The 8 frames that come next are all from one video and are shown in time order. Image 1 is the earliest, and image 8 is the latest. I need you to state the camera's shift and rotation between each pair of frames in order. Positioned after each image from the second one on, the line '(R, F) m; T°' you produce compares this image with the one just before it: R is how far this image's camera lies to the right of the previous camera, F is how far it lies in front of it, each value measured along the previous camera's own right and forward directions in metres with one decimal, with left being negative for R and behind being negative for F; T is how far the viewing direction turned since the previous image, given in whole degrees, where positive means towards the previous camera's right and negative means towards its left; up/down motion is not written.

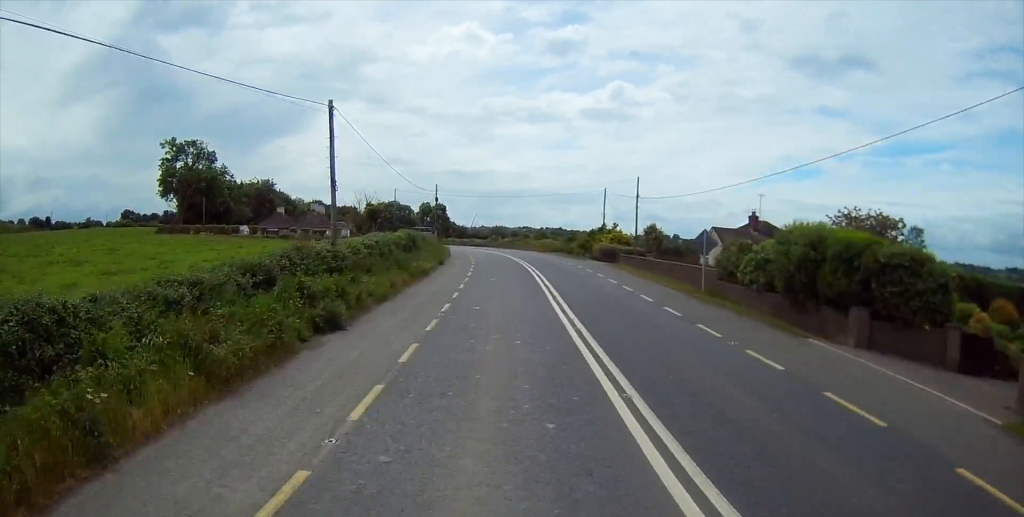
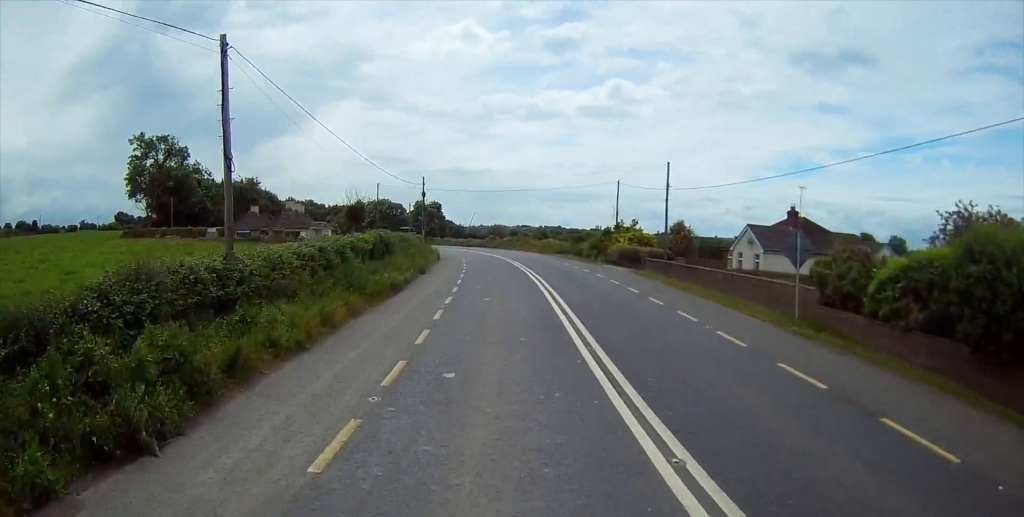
(0.0, +9.3) m; 0°
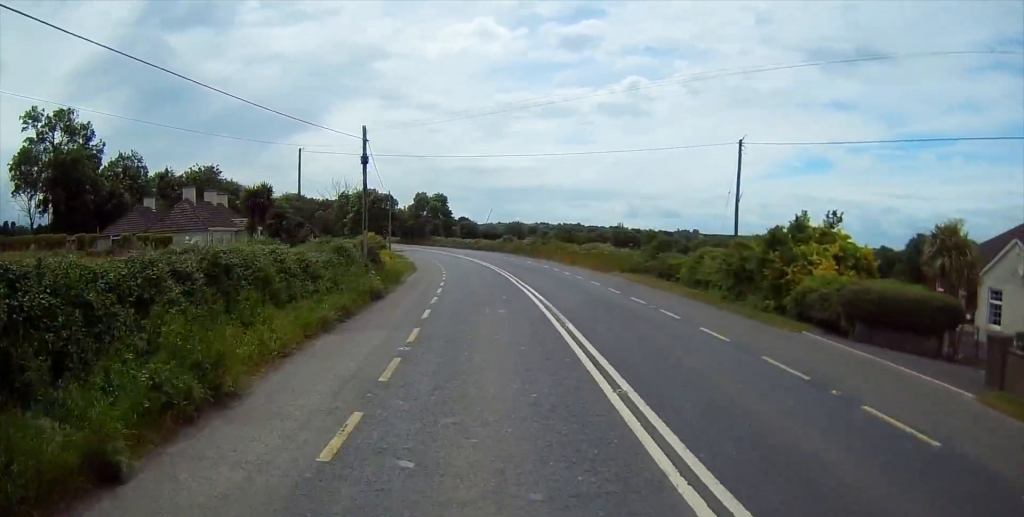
(+0.3, +29.9) m; -1°
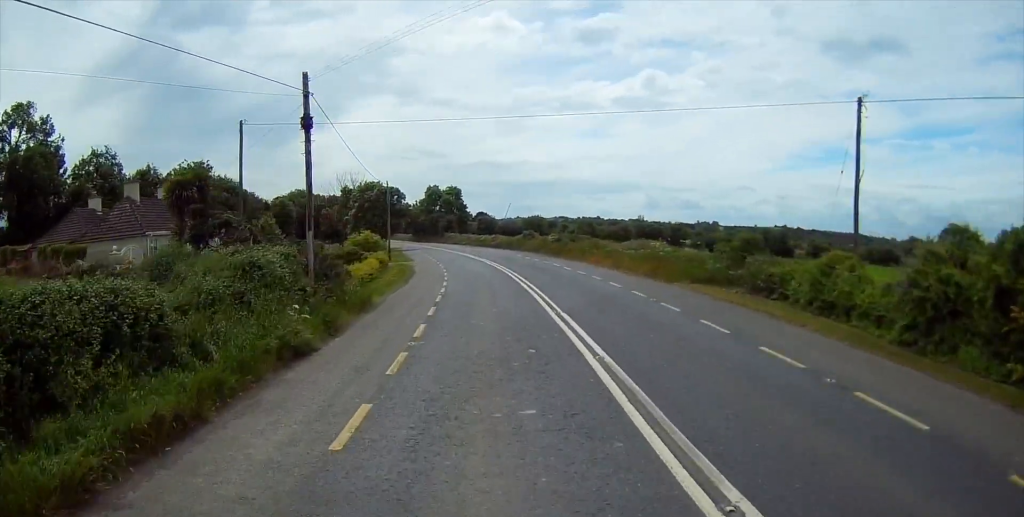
(-0.1, +11.1) m; -1°
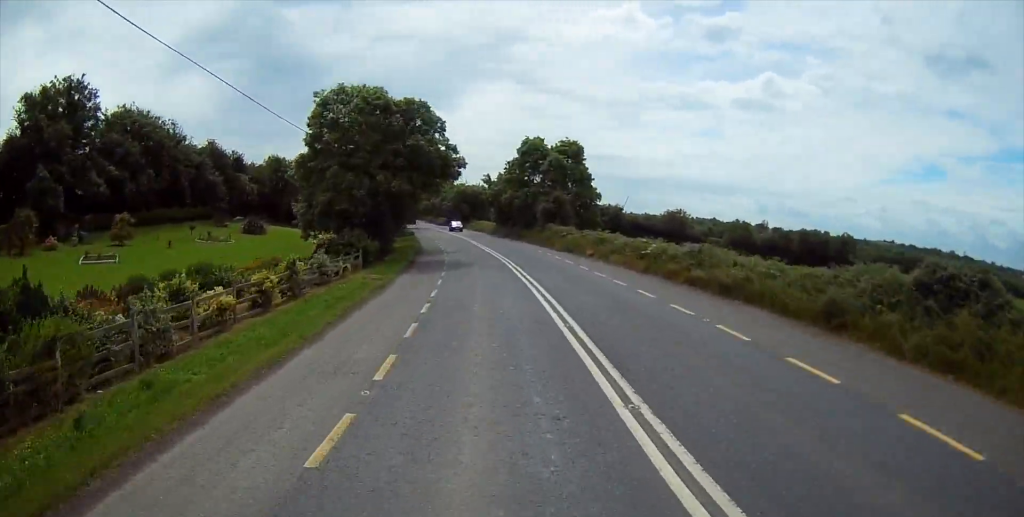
(-3.8, +62.0) m; -8°
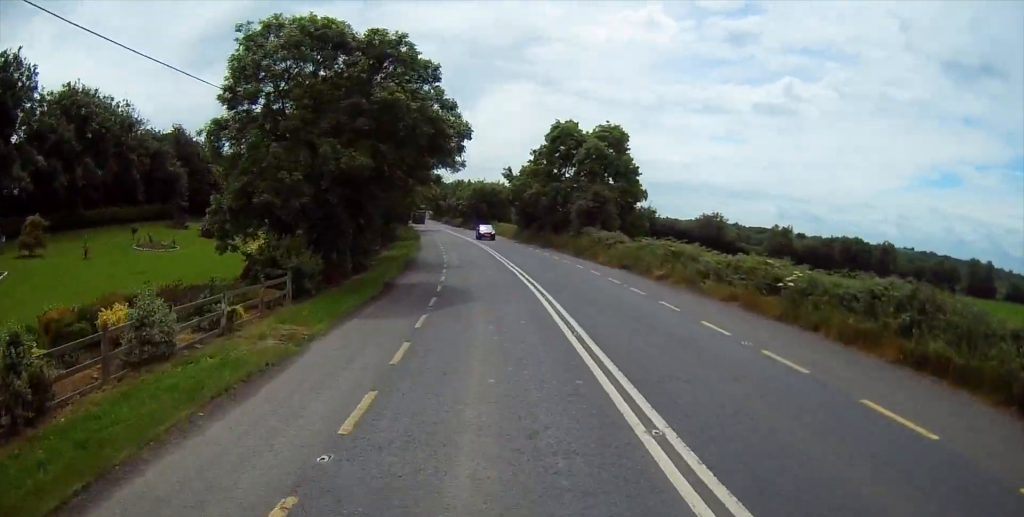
(-0.1, +14.6) m; -2°
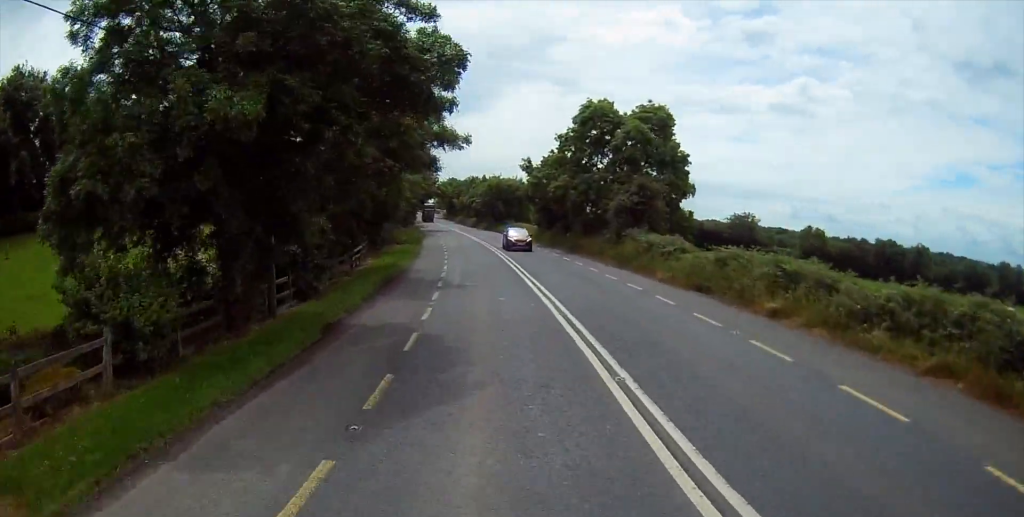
(-0.2, +11.0) m; -1°
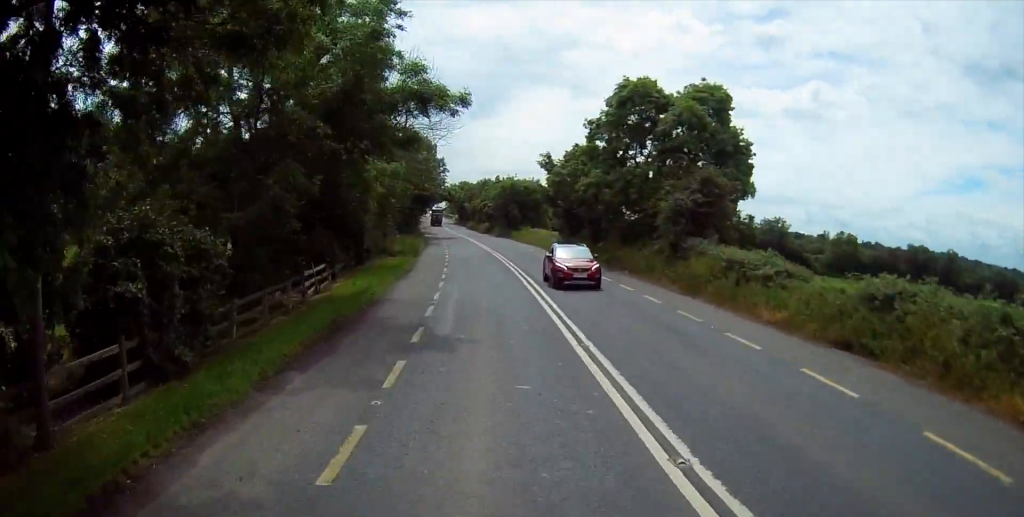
(-0.2, +10.3) m; -1°
